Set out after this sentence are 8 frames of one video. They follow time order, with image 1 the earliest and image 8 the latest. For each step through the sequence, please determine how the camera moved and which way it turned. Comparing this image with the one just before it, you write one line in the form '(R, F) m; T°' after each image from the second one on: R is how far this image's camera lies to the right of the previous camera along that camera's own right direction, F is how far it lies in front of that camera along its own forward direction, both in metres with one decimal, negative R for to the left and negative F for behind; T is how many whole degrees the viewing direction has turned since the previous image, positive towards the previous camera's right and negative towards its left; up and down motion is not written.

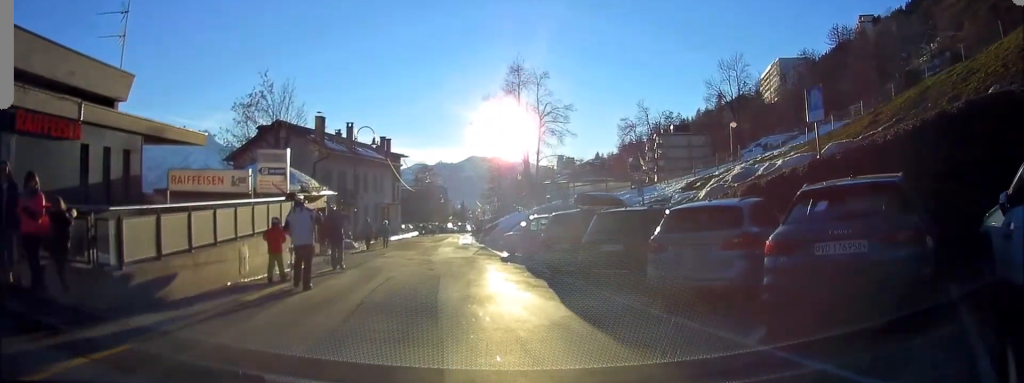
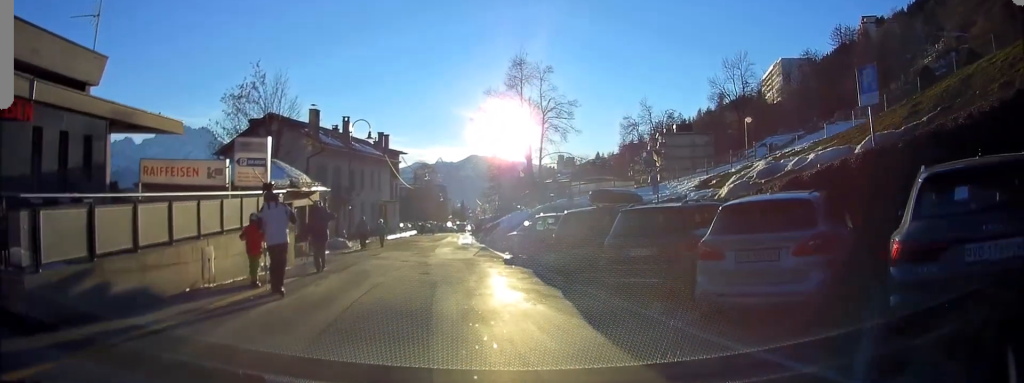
(0.0, +1.7) m; -2°
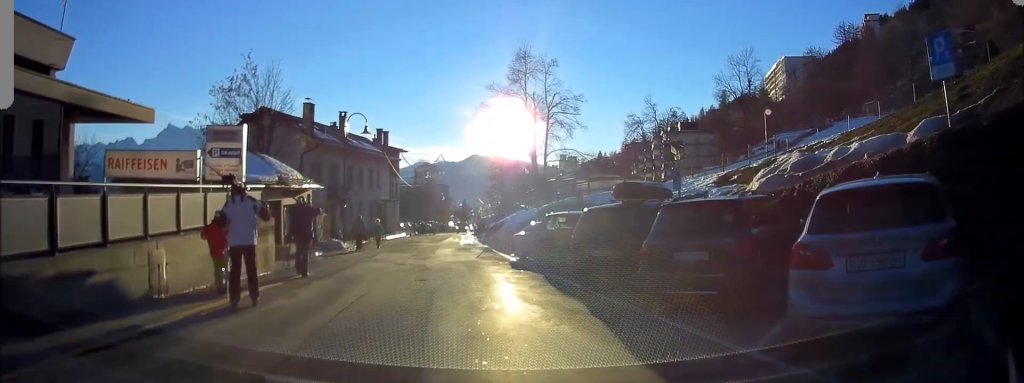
(-0.1, +2.2) m; 0°
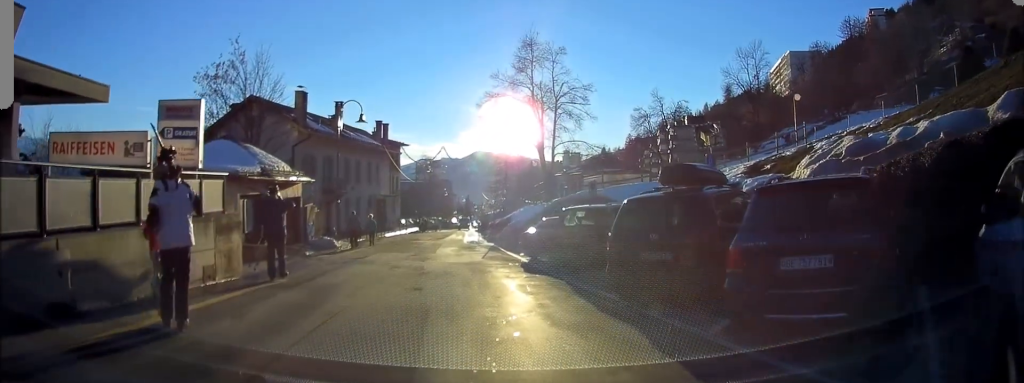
(-0.1, +2.6) m; 0°
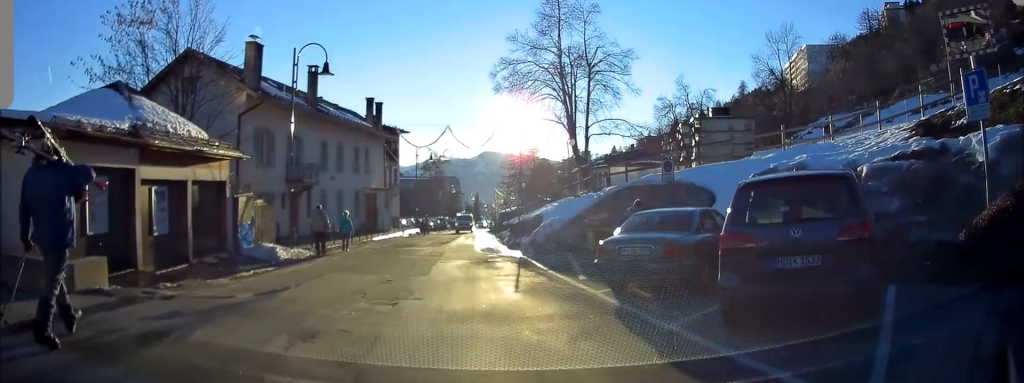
(+0.1, +10.5) m; -2°
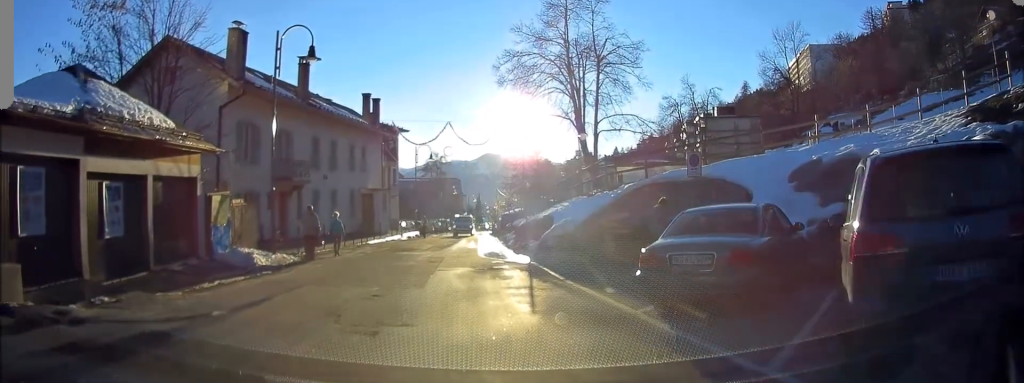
(+0.1, +2.4) m; -1°
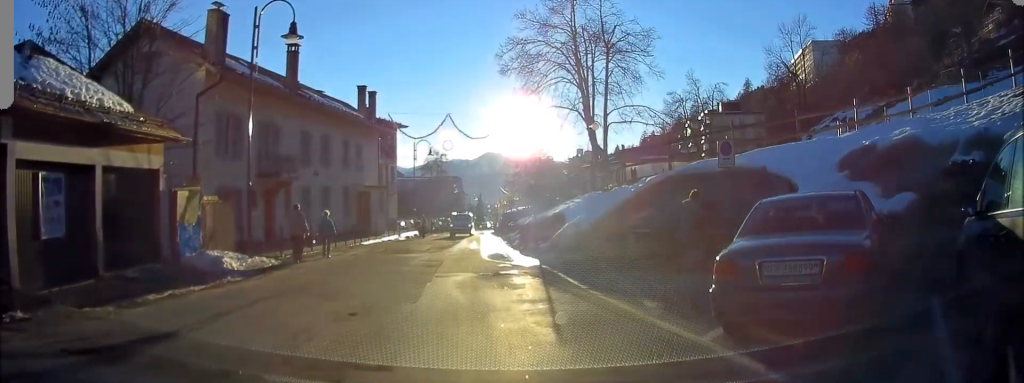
(-0.2, +2.2) m; 0°
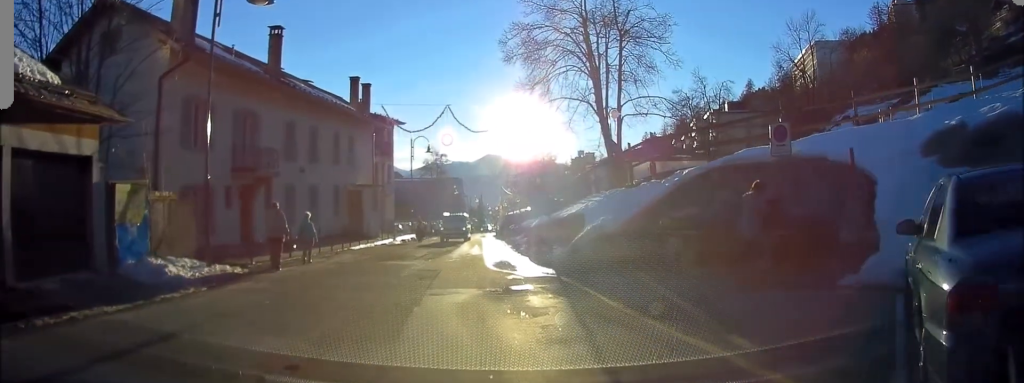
(0.0, +3.0) m; +2°
